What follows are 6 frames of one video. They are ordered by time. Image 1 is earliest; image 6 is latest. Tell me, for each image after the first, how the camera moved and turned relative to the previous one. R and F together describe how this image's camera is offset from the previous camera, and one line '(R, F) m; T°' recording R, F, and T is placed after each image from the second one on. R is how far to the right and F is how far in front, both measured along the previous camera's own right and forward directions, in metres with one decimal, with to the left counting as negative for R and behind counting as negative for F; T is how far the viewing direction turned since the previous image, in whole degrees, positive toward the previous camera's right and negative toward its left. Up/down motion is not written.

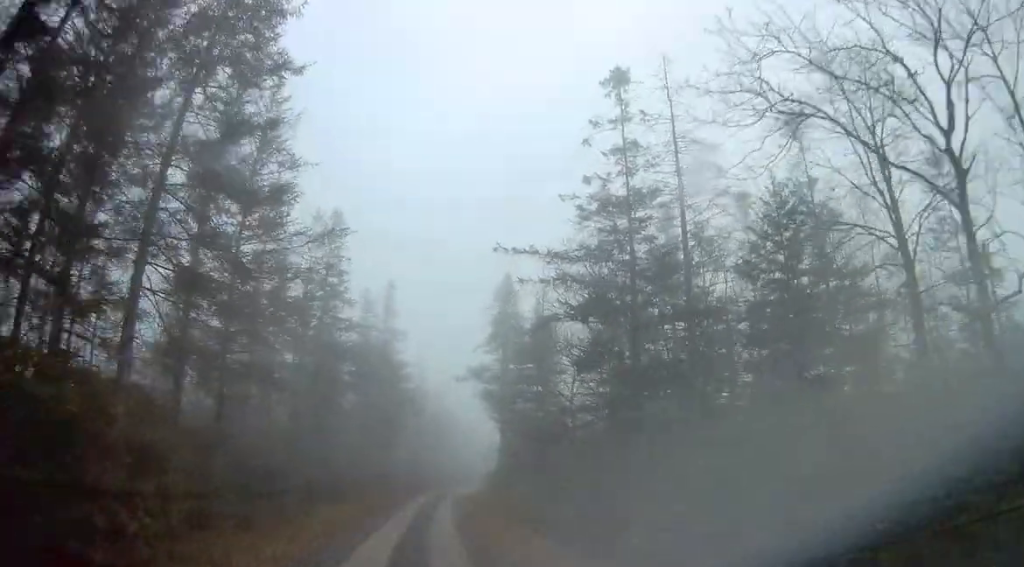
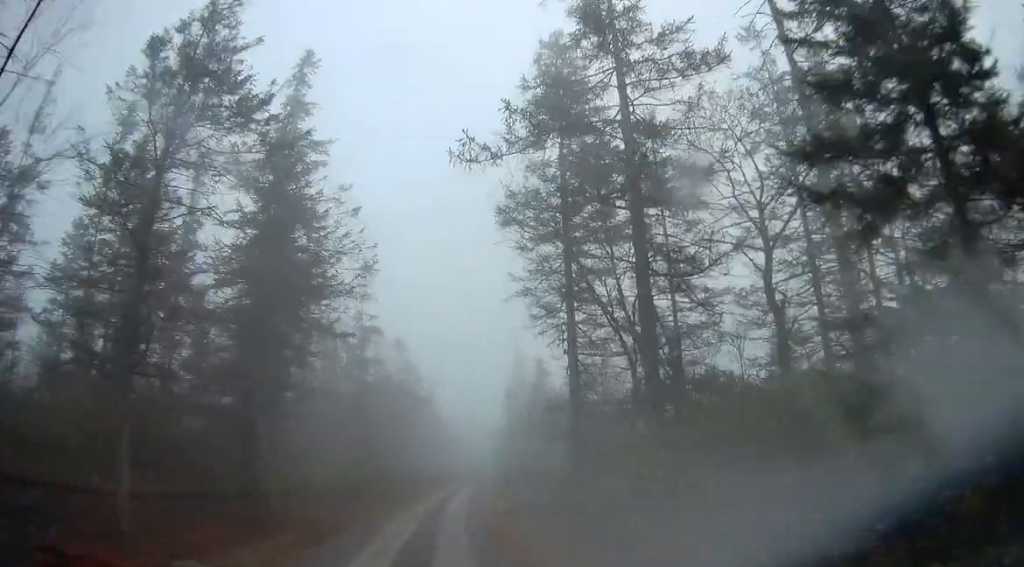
(0.0, +28.6) m; +2°
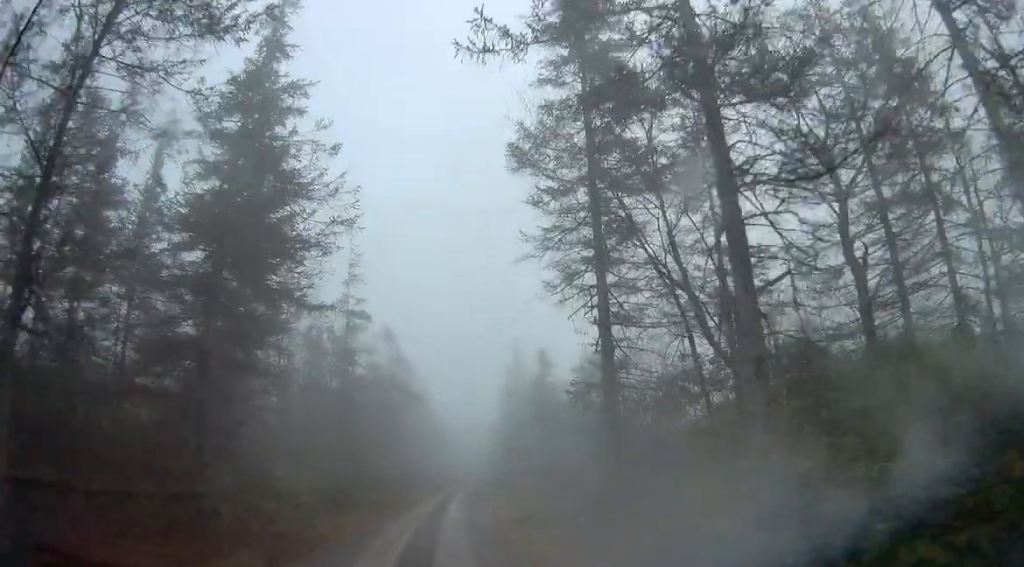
(0.0, +3.5) m; +1°
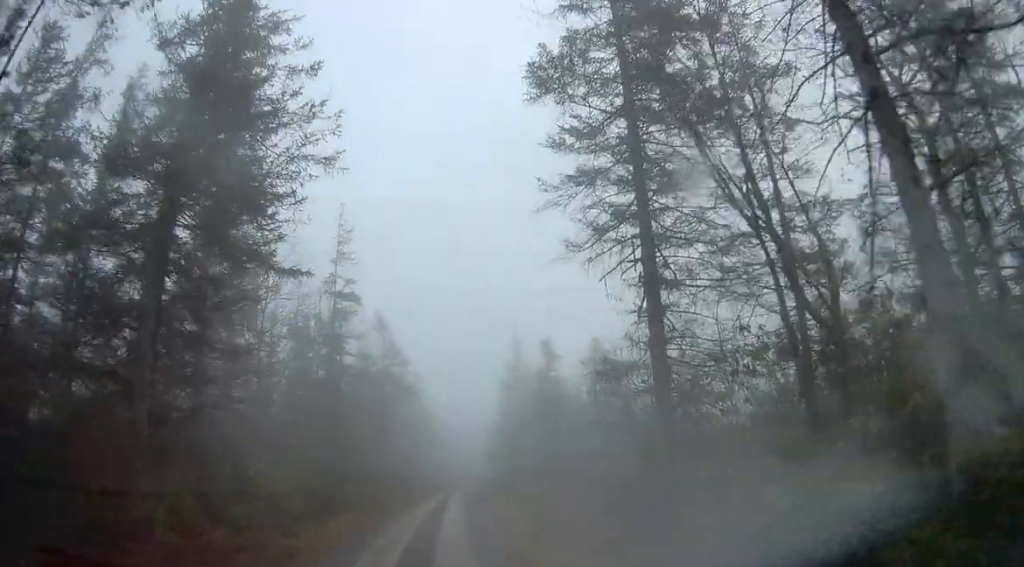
(+0.1, +3.0) m; +1°
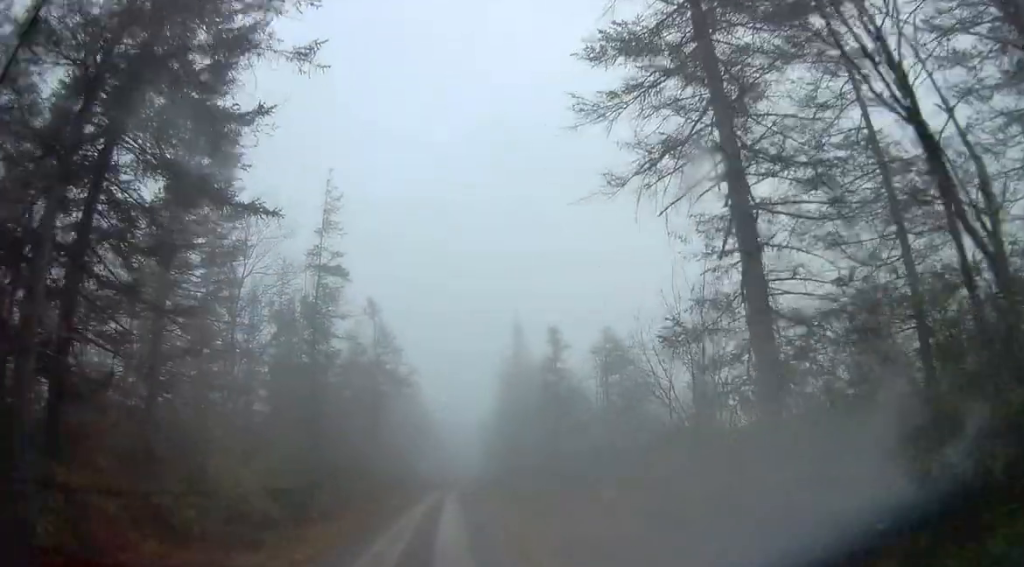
(0.0, +3.2) m; +1°
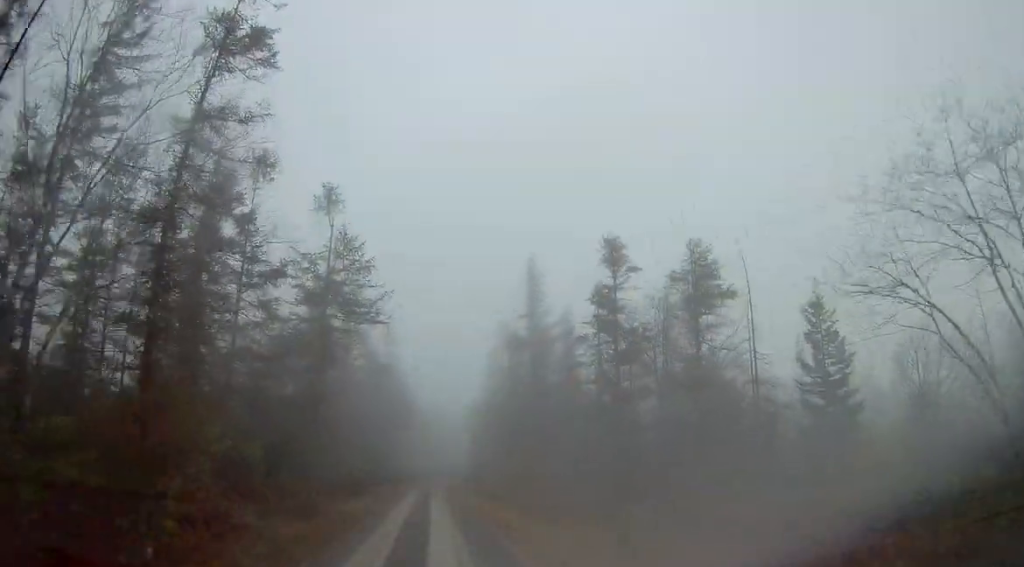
(+0.1, +12.8) m; +2°
